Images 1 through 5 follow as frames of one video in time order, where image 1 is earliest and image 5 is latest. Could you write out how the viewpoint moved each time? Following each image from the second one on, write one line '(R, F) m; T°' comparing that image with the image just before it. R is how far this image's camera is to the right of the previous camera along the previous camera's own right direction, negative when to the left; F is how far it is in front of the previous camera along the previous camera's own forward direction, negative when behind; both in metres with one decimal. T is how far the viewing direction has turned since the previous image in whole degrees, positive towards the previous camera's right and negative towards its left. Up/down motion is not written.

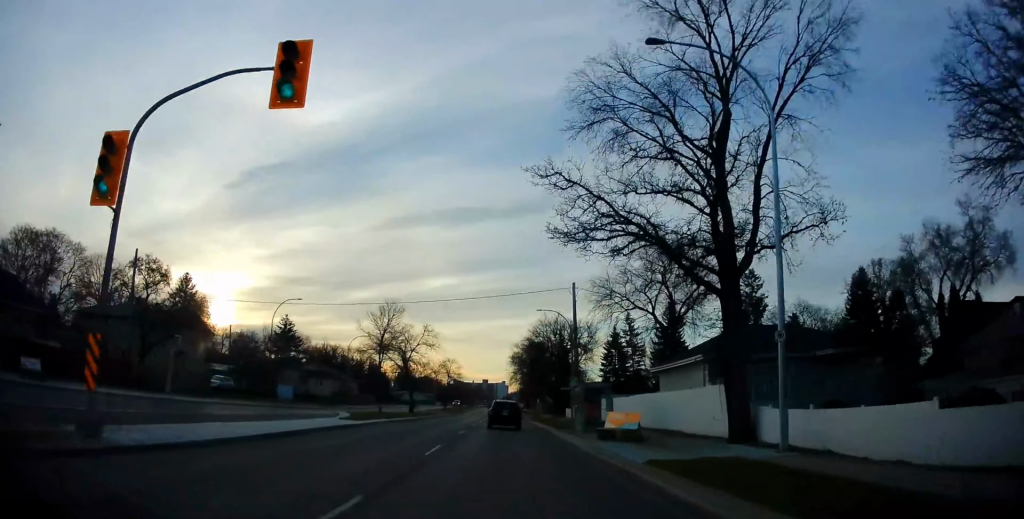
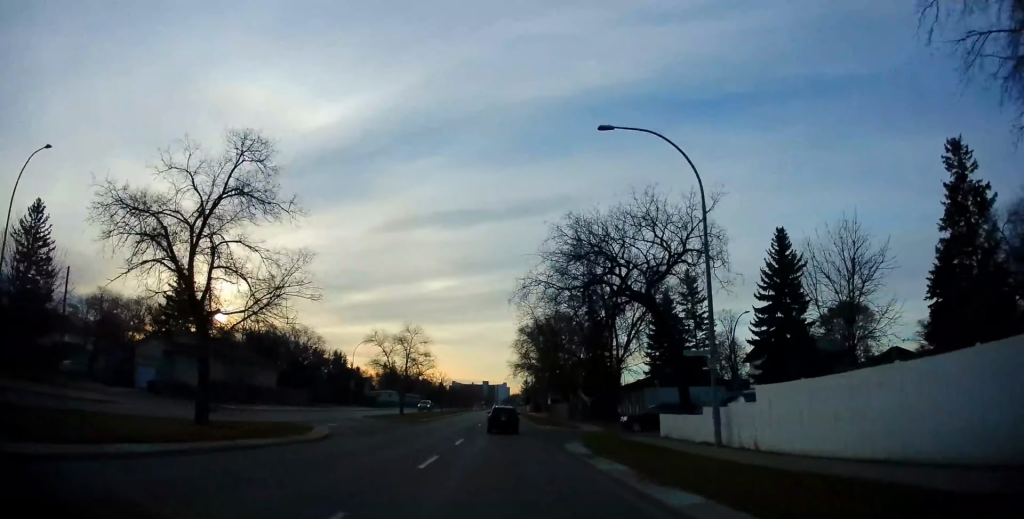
(-0.4, +37.4) m; -1°
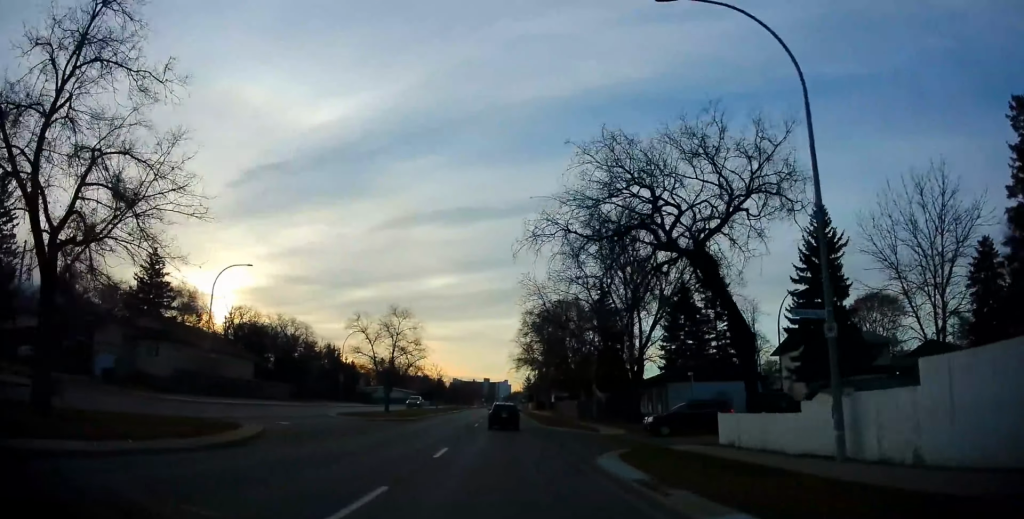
(-0.2, +6.9) m; 0°
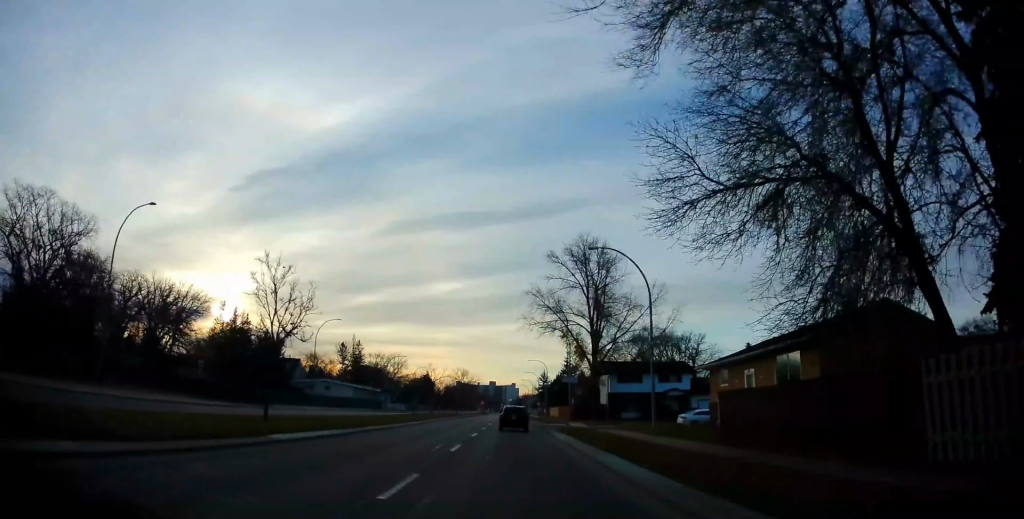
(+0.4, +55.2) m; 0°
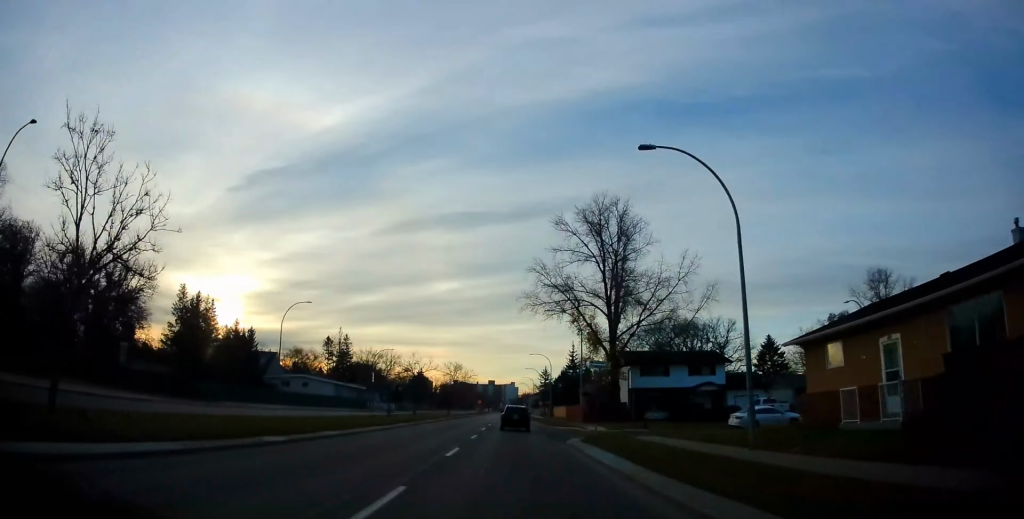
(+0.2, +11.3) m; 0°
